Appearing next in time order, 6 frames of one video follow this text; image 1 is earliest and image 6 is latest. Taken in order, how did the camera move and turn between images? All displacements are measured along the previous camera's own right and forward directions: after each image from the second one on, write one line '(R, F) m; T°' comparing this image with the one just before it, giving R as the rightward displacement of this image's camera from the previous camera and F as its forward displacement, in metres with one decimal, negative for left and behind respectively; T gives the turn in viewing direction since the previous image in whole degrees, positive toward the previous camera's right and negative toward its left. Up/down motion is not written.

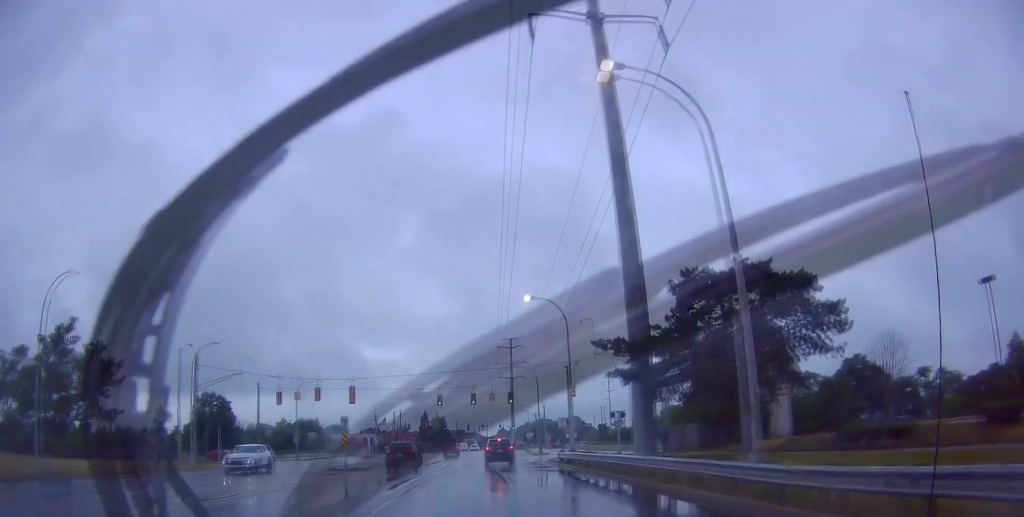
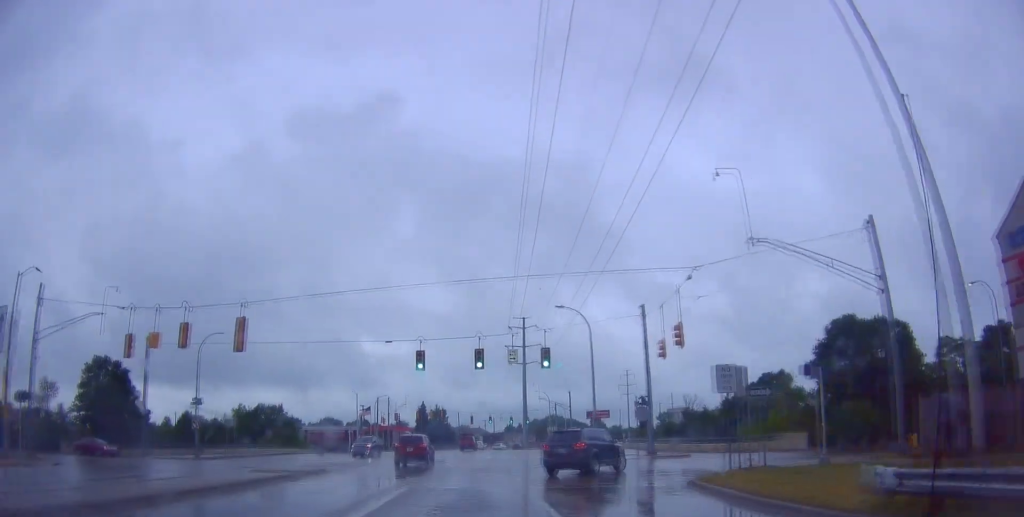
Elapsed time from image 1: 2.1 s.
(-0.1, +29.8) m; -2°
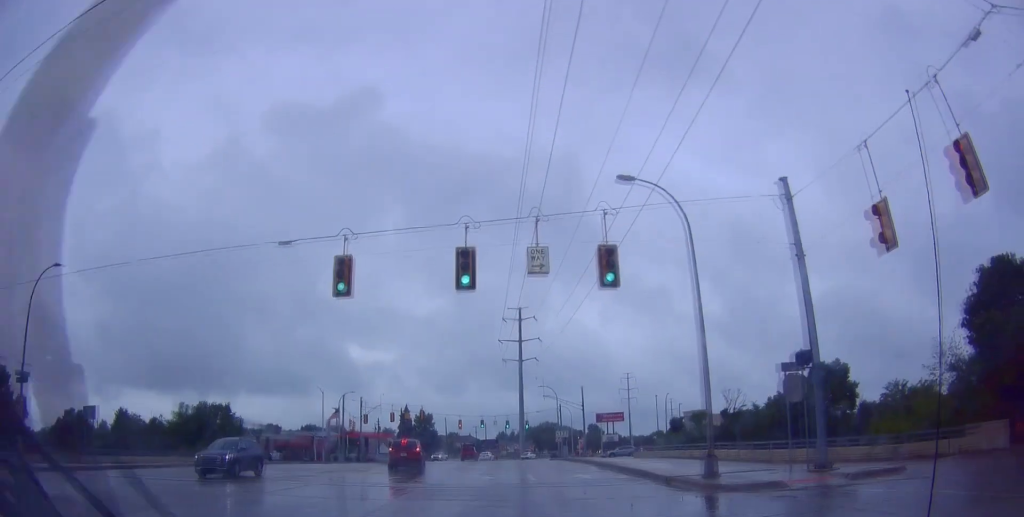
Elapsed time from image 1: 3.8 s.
(-0.6, +21.1) m; -1°
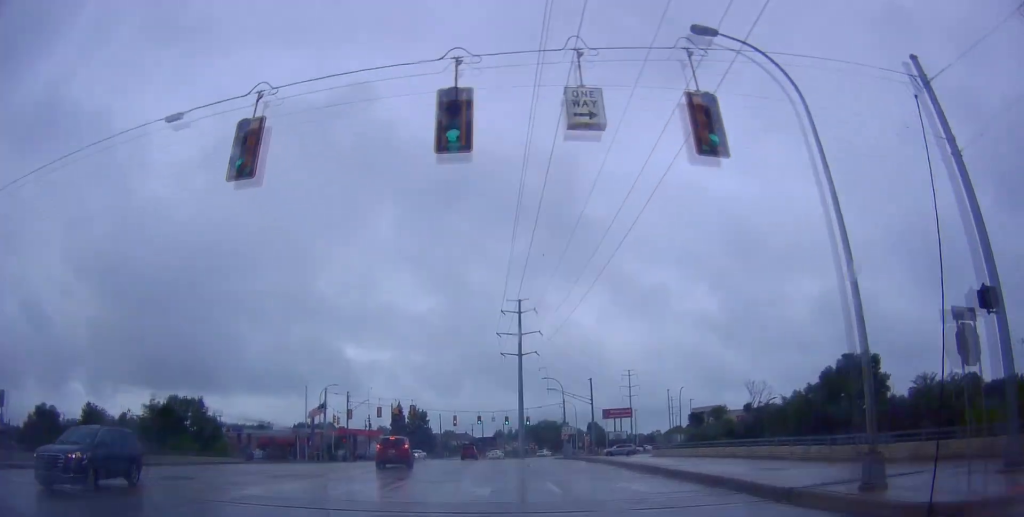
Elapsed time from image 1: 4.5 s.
(+0.1, +8.2) m; +1°
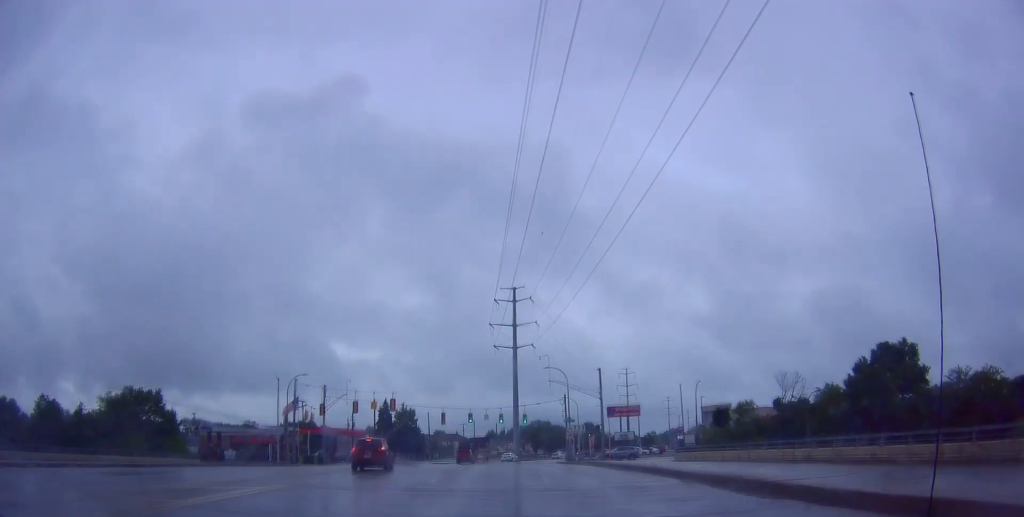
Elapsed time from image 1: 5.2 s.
(-0.1, +9.6) m; +3°
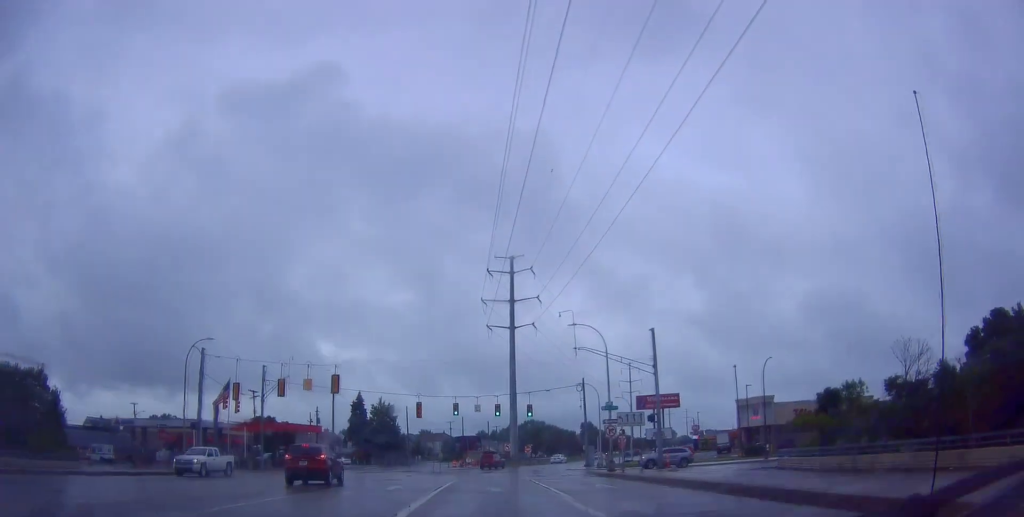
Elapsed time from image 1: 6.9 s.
(+0.8, +21.0) m; 0°
